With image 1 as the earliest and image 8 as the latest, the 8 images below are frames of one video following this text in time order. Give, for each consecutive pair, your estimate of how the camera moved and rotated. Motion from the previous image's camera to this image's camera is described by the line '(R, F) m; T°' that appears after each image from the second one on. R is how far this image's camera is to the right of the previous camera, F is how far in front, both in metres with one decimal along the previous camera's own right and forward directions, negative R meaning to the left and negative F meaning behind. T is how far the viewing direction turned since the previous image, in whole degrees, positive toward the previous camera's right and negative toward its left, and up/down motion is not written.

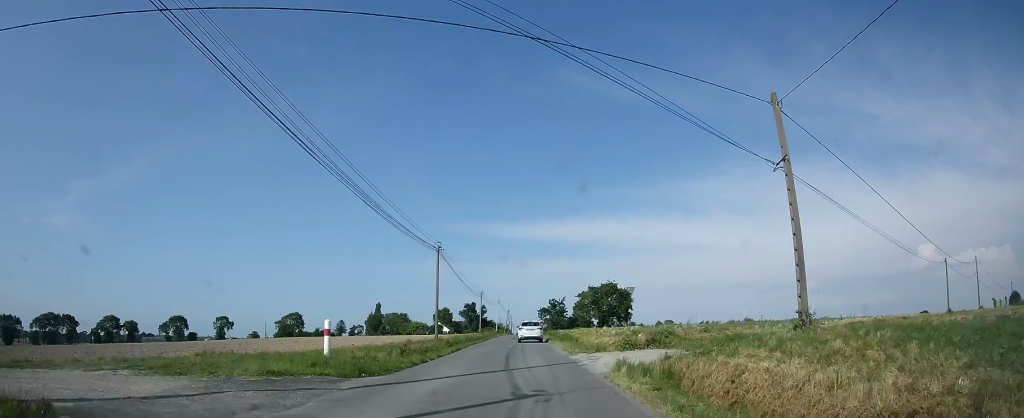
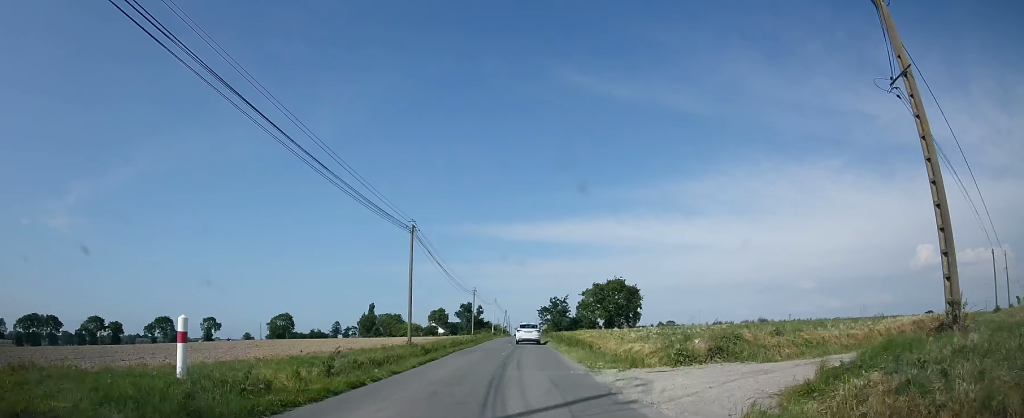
(0.0, +7.1) m; 0°
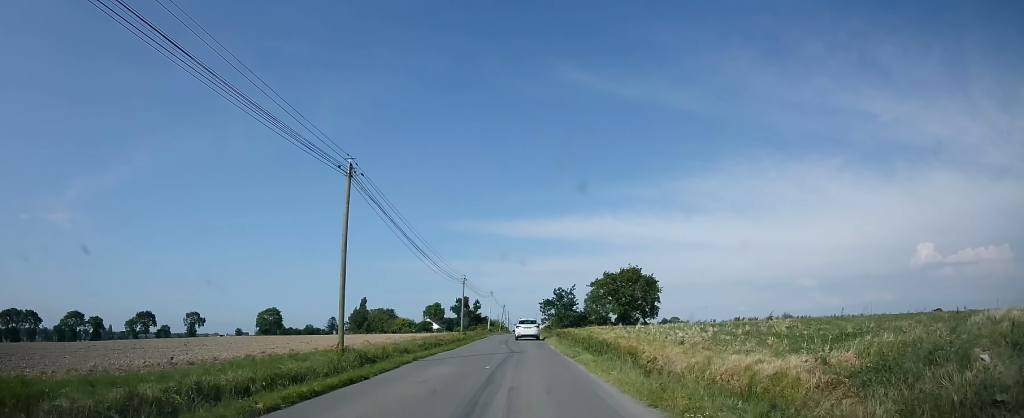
(0.0, +9.5) m; 0°
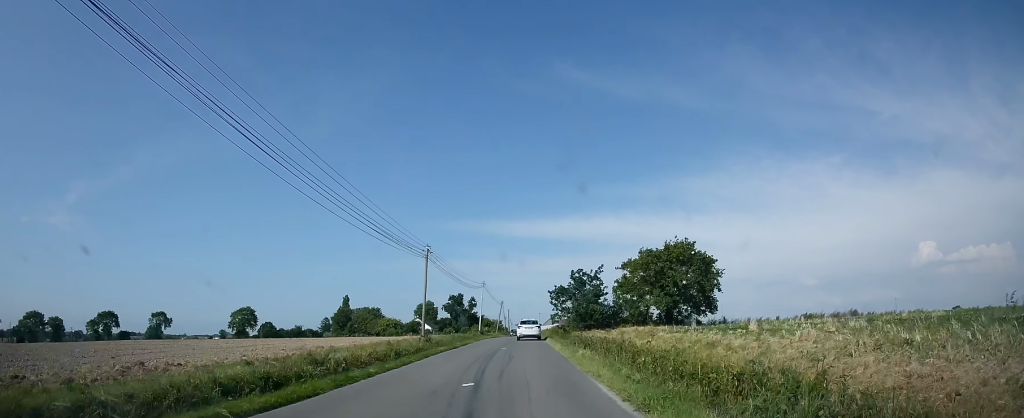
(0.0, +18.3) m; 0°
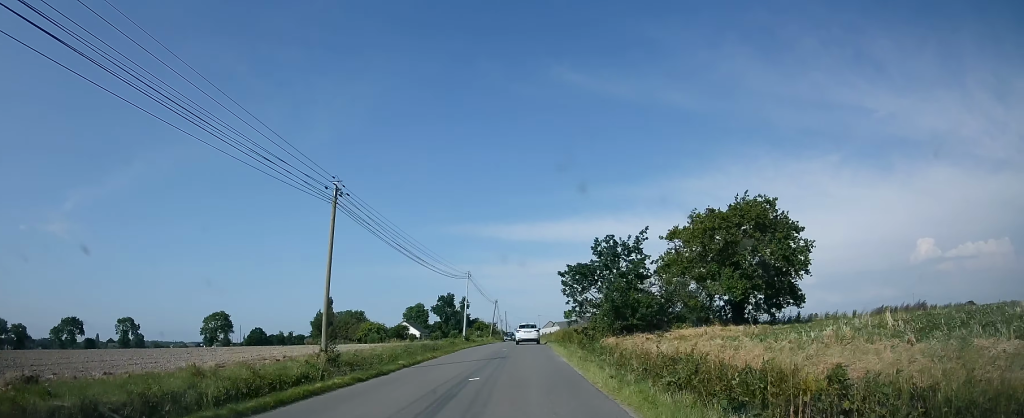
(0.0, +14.2) m; 0°
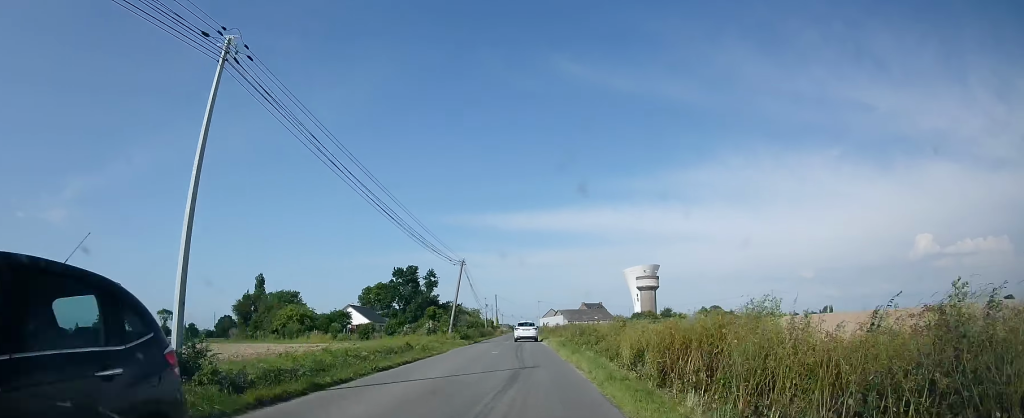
(0.0, +38.8) m; 0°
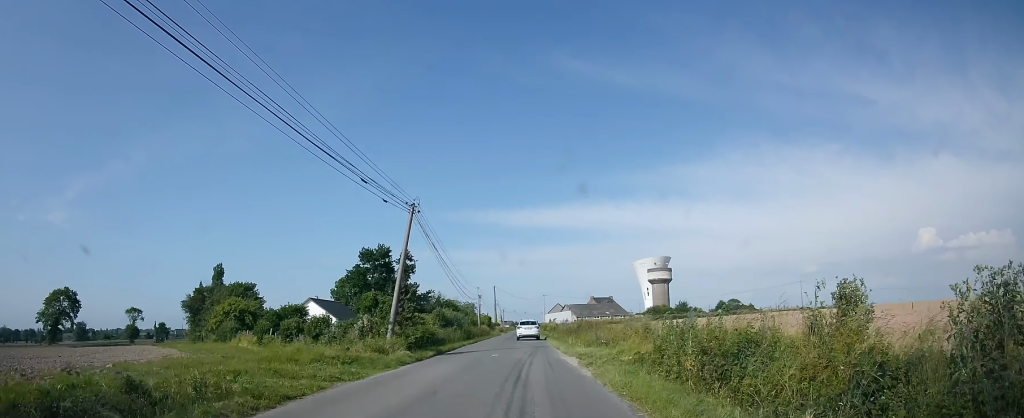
(-0.1, +18.6) m; -1°
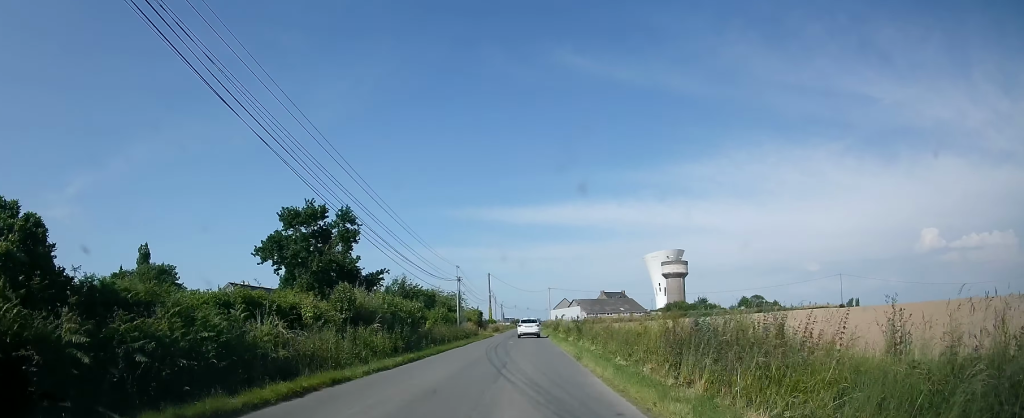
(-0.5, +22.2) m; 0°
